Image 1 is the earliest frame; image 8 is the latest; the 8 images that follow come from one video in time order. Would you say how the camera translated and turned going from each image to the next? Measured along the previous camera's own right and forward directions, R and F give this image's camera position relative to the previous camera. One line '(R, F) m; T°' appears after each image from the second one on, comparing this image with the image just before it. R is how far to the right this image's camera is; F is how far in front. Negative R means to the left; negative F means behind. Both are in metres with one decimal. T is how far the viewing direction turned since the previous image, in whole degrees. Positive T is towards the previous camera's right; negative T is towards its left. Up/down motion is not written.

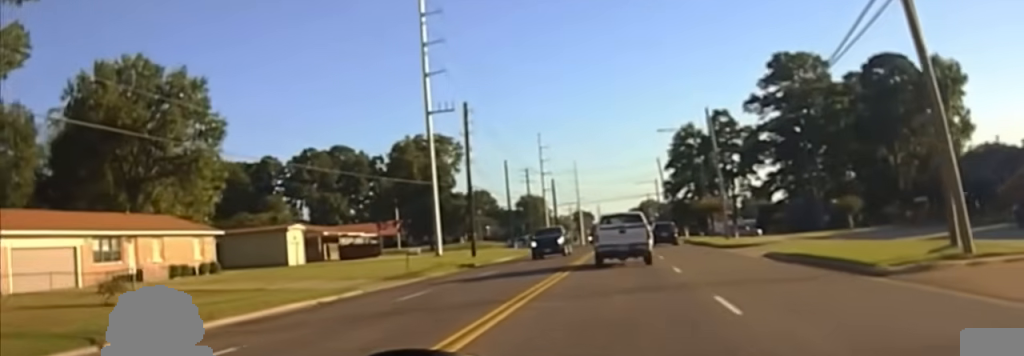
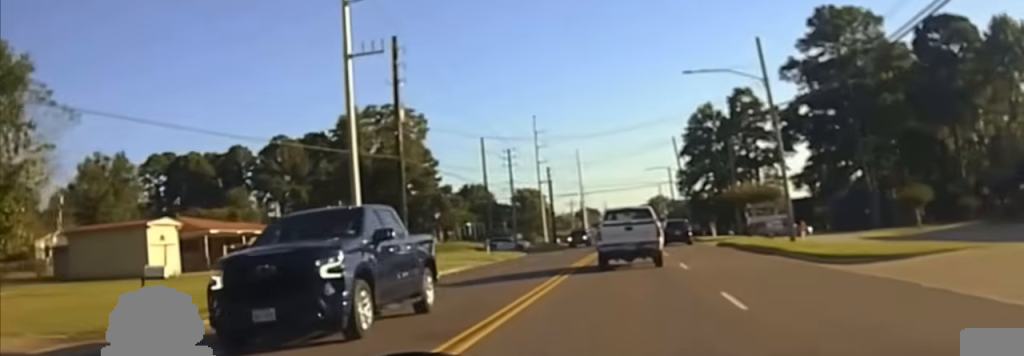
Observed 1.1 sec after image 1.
(+0.4, +22.6) m; 0°
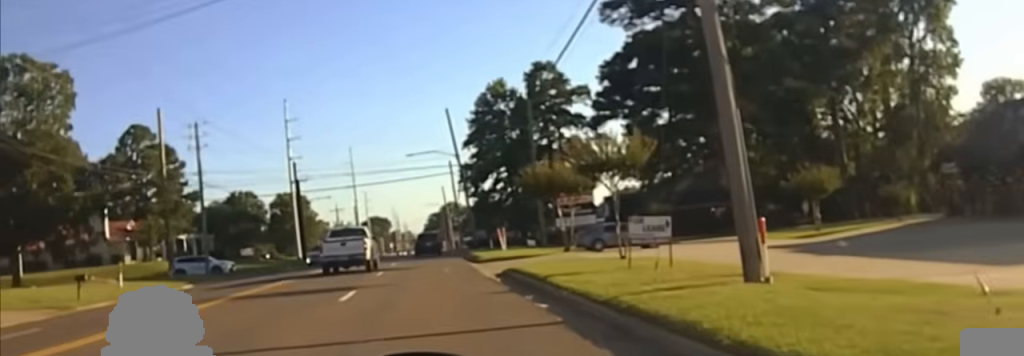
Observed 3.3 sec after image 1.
(+1.3, +38.5) m; +5°
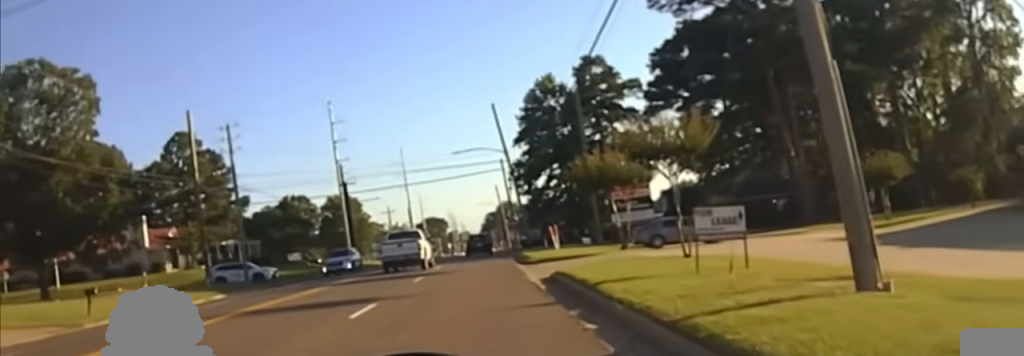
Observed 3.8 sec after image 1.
(+0.3, +4.1) m; -4°
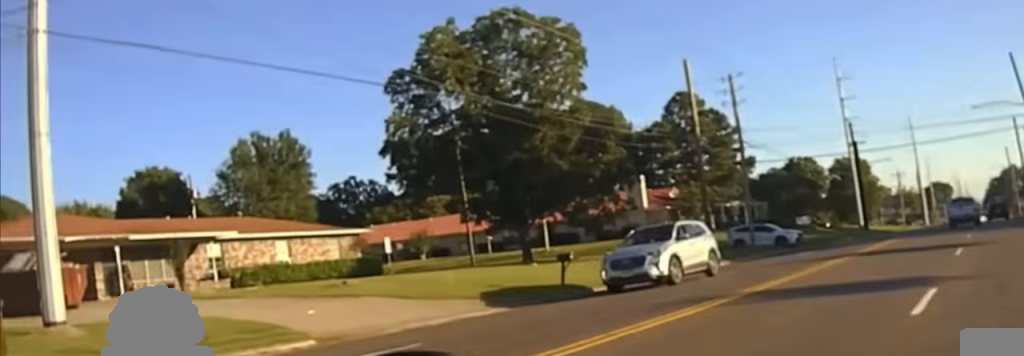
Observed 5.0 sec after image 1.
(-1.5, +7.2) m; -48°
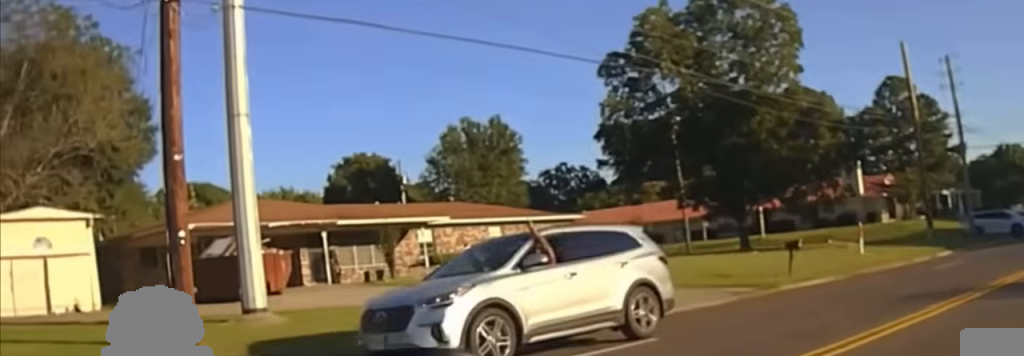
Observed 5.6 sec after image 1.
(-0.9, +1.8) m; -28°
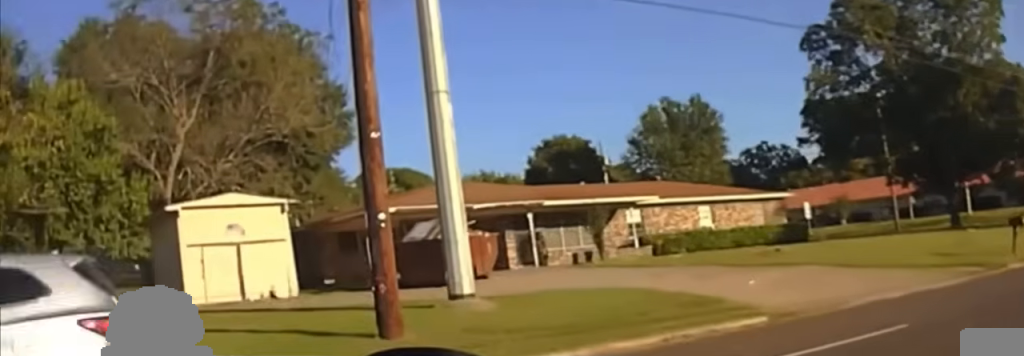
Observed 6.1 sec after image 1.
(-0.3, +1.4) m; -20°
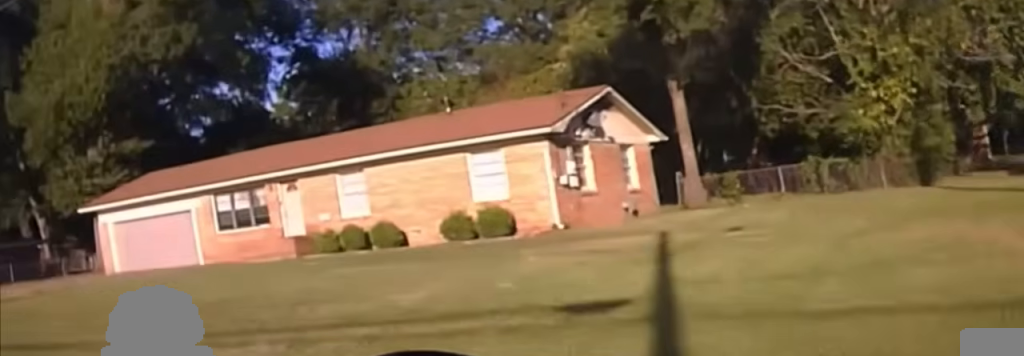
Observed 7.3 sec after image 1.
(-1.3, +4.2) m; -38°
